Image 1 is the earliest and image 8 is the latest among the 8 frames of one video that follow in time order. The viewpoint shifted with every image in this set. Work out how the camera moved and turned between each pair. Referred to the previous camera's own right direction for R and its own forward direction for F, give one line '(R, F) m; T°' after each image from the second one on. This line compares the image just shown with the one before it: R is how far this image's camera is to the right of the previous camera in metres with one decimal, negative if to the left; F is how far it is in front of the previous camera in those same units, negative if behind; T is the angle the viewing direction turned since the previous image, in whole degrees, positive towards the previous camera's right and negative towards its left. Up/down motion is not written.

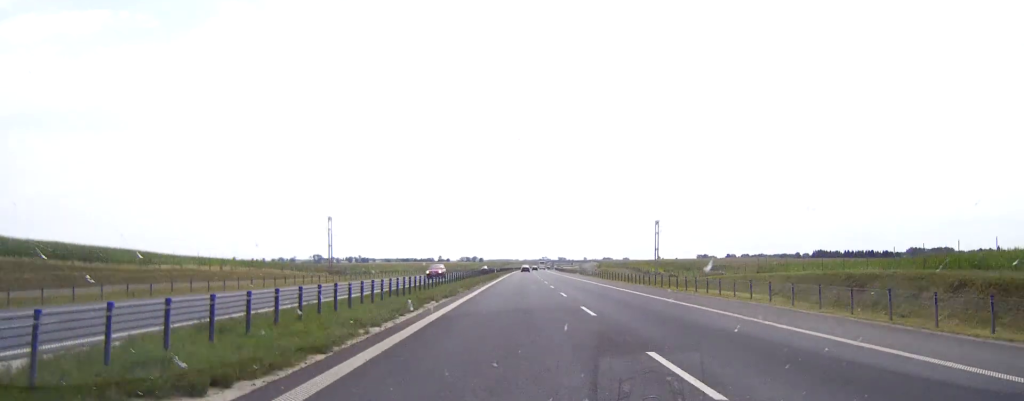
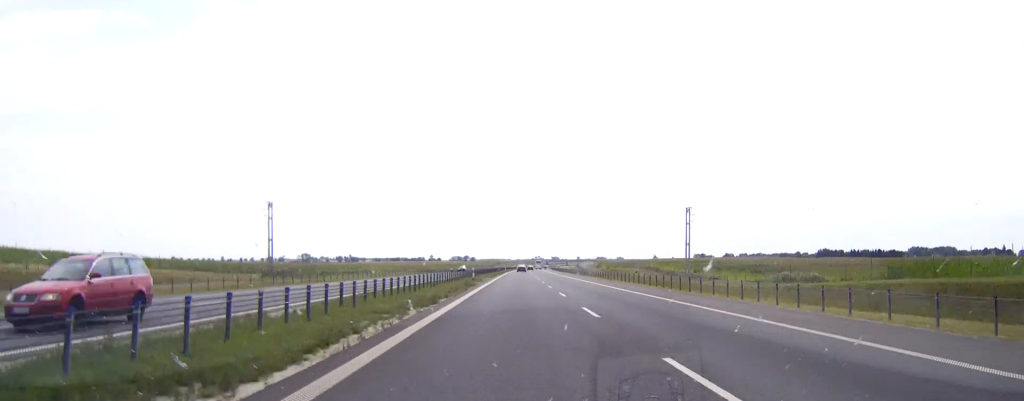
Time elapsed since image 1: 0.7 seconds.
(+0.1, +36.9) m; 0°
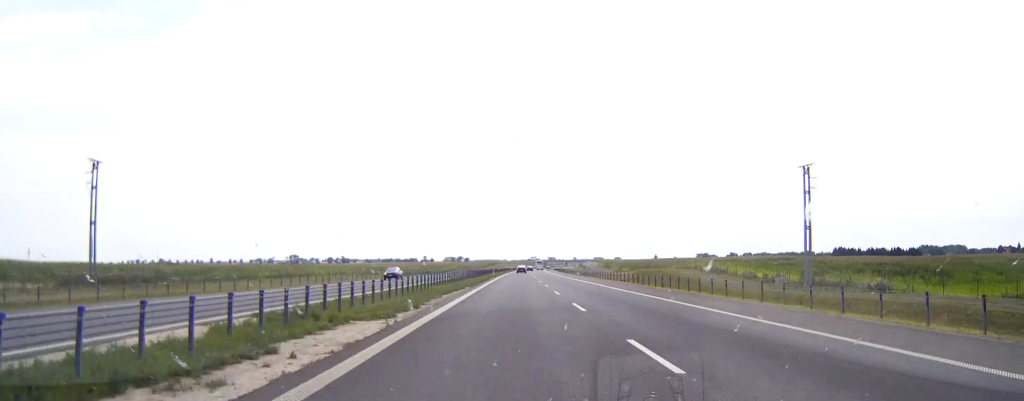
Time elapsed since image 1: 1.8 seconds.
(+0.2, +57.6) m; 0°
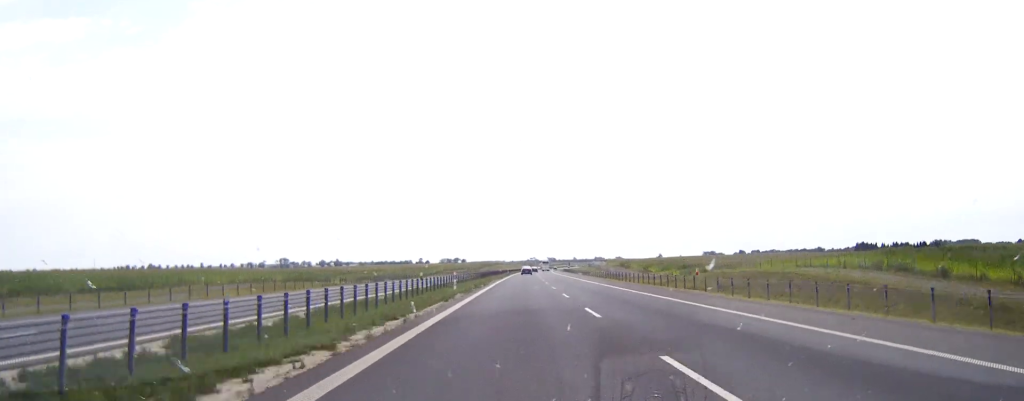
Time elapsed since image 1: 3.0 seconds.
(+0.2, +62.5) m; 0°
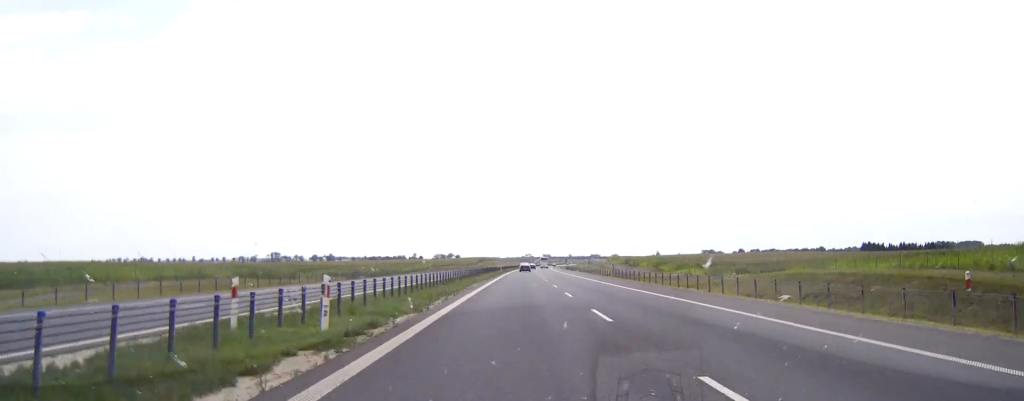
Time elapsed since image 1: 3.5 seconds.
(0.0, +25.9) m; 0°
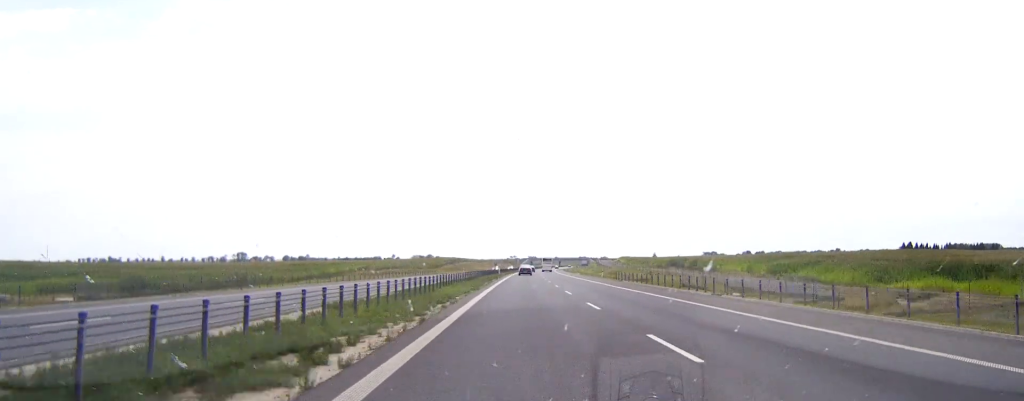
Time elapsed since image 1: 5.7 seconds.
(+1.2, +114.8) m; +1°
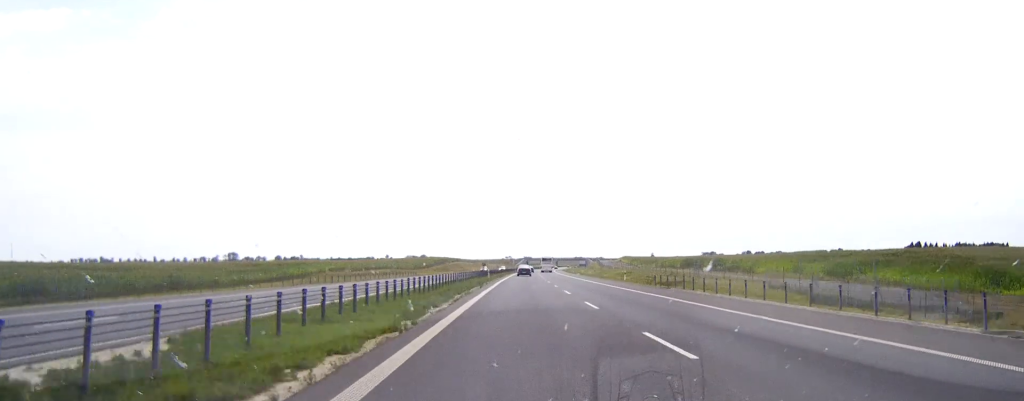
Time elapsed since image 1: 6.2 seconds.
(0.0, +23.8) m; 0°
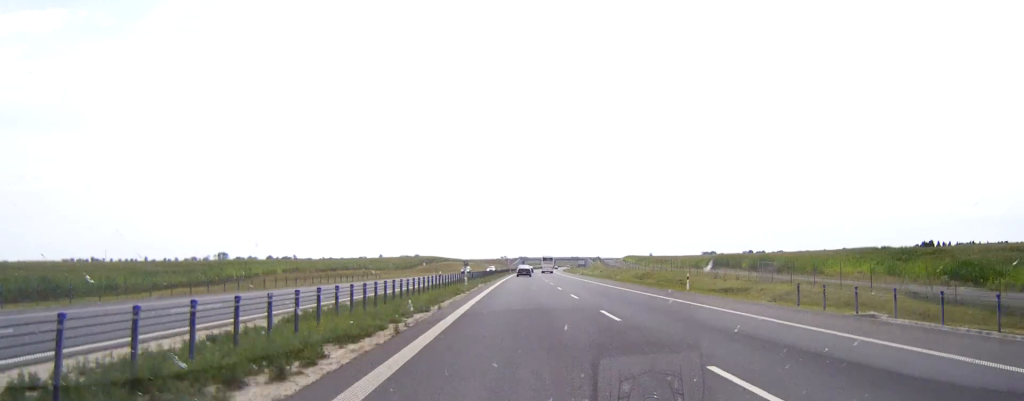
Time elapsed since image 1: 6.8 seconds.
(+0.1, +28.7) m; 0°
